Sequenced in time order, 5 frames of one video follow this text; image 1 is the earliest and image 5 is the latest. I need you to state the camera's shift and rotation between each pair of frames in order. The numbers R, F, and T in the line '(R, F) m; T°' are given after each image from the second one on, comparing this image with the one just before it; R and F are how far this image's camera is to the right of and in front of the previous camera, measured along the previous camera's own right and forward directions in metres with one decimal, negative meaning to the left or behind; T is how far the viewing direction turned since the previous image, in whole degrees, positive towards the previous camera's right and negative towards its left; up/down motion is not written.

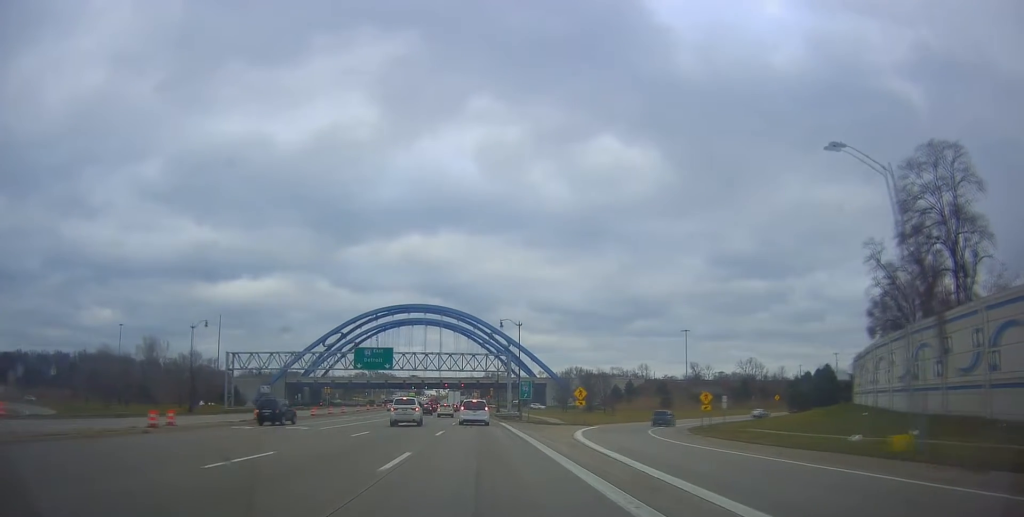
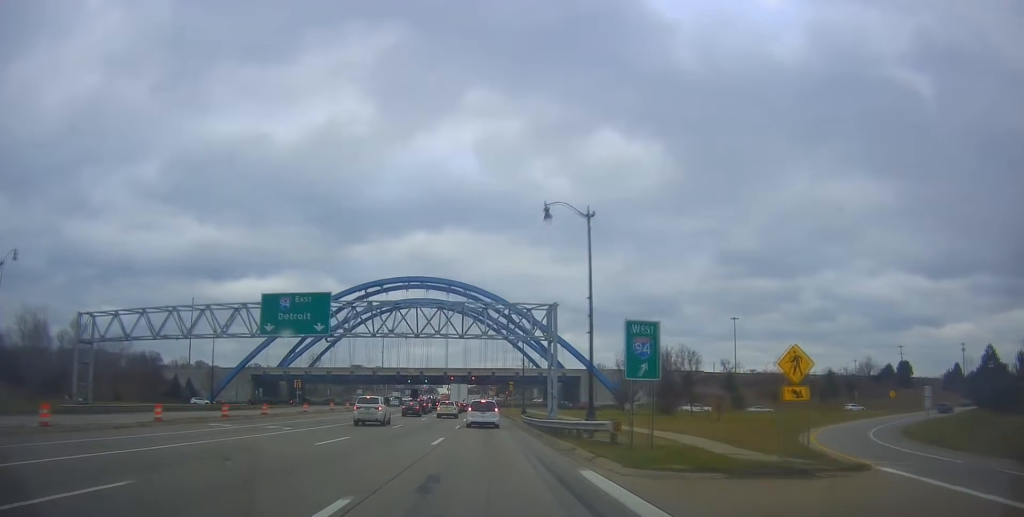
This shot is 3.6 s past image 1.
(+0.7, +36.3) m; +2°
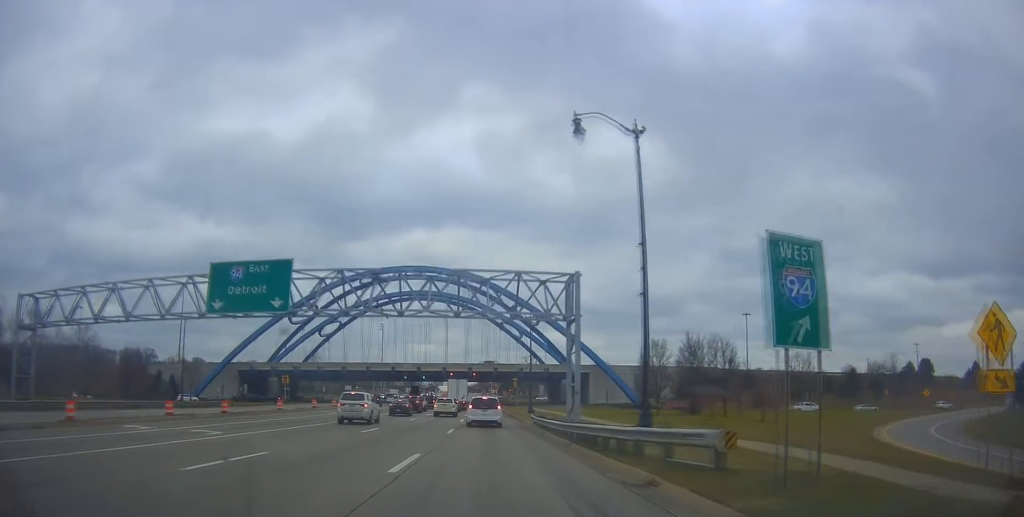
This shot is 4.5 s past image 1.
(+0.3, +8.4) m; +3°
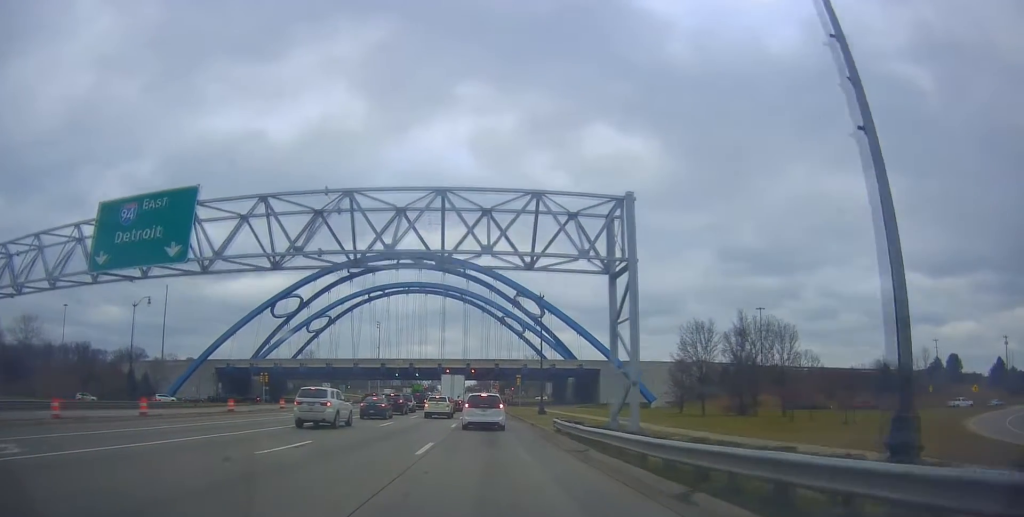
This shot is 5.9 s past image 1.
(-0.1, +11.2) m; -4°
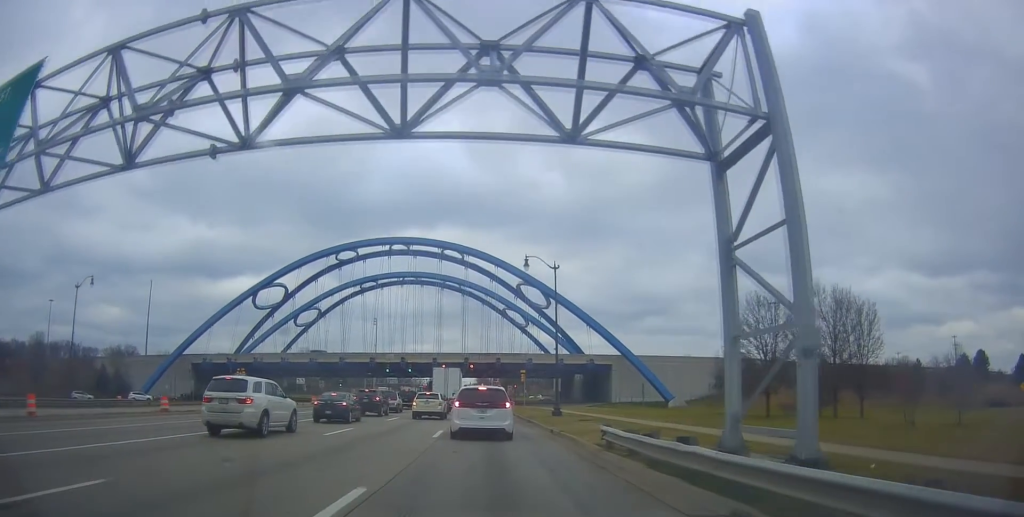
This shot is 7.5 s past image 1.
(-0.2, +10.9) m; -1°
